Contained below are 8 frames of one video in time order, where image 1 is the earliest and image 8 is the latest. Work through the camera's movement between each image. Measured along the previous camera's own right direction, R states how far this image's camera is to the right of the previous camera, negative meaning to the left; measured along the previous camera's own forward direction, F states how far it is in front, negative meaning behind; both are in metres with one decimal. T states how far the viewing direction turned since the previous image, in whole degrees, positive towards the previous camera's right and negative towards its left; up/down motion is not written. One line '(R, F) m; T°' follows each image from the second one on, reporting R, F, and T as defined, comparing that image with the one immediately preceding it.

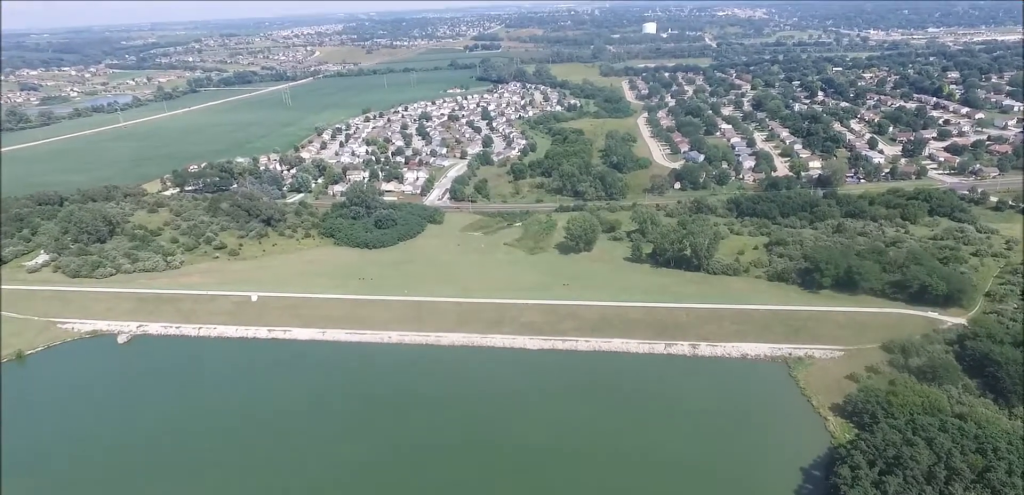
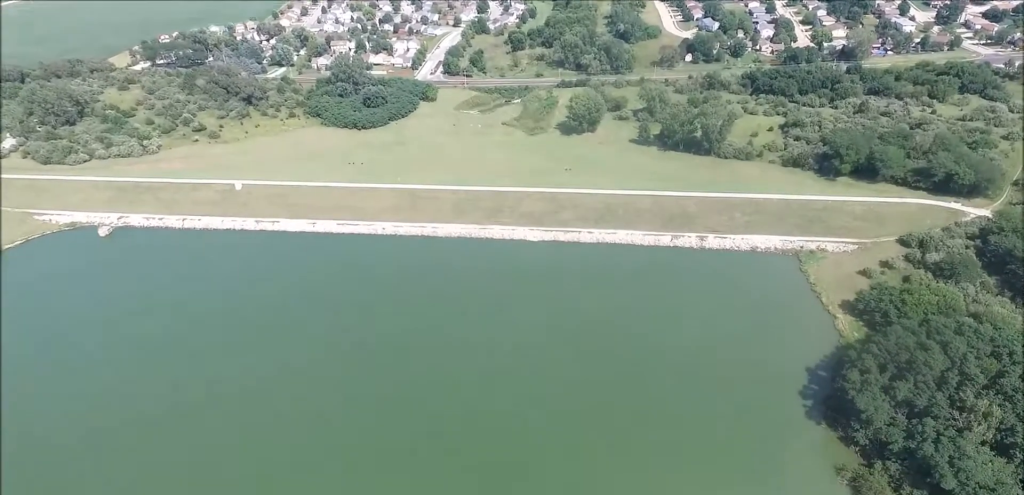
(+0.1, +12.5) m; +1°
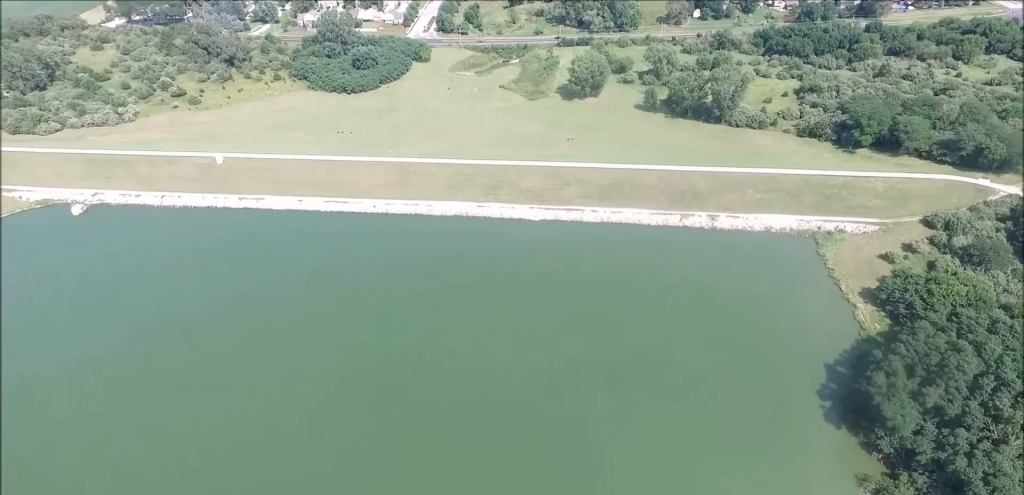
(+0.2, +16.5) m; +1°
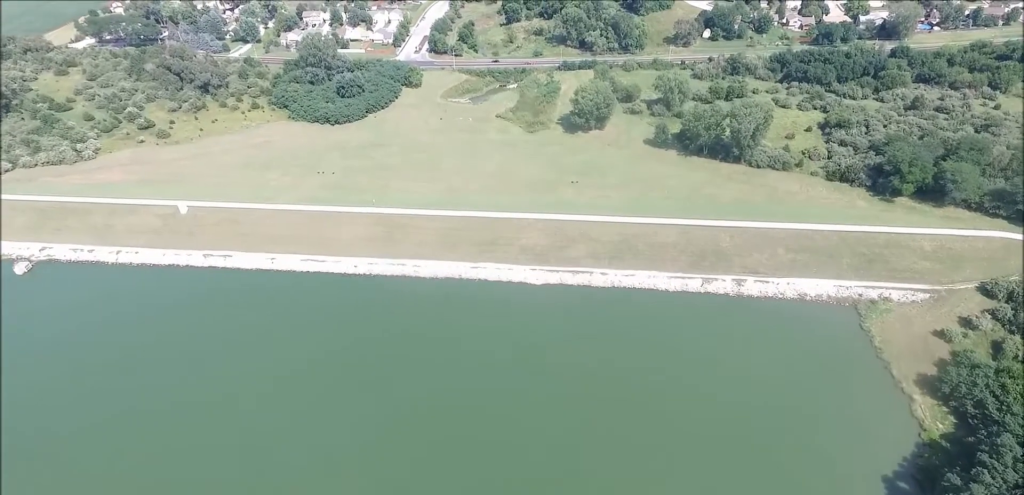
(+0.1, +34.0) m; 0°
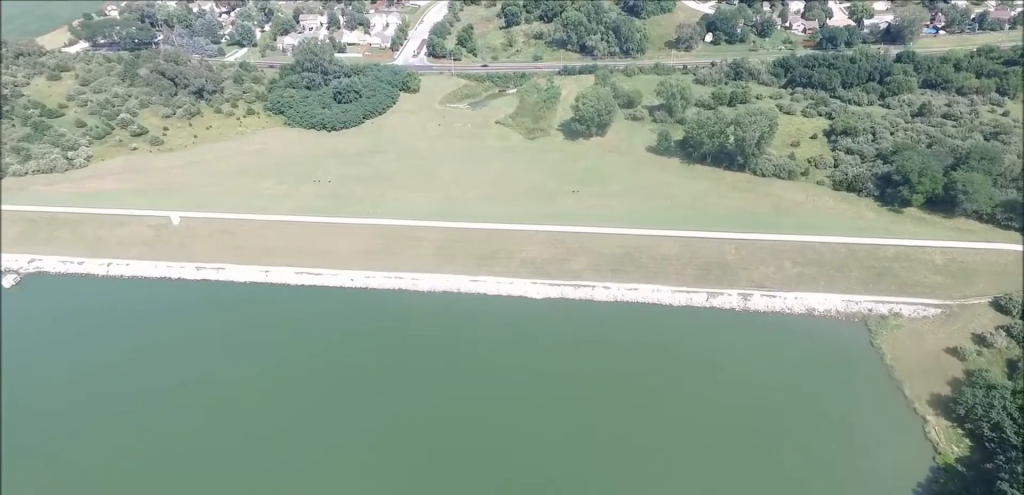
(0.0, +6.6) m; 0°
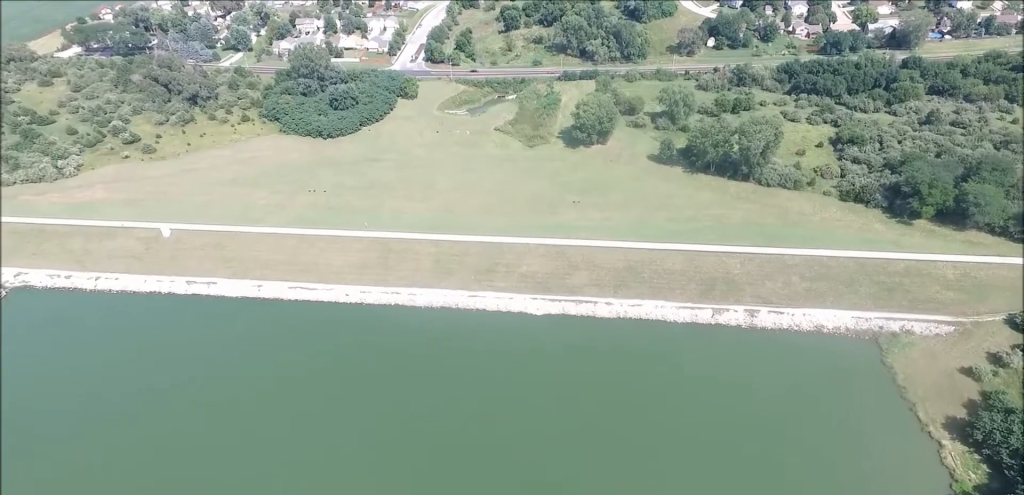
(0.0, +7.5) m; 0°
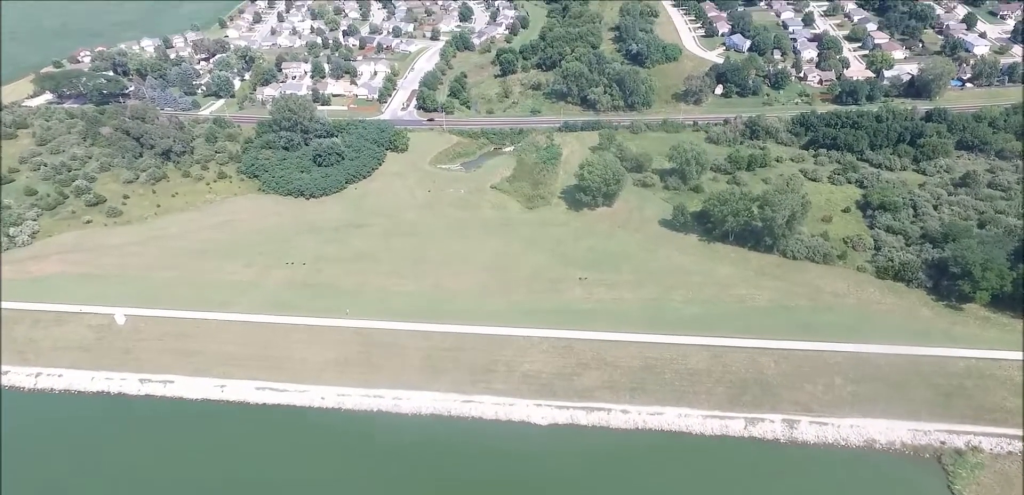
(-0.6, +27.2) m; -3°
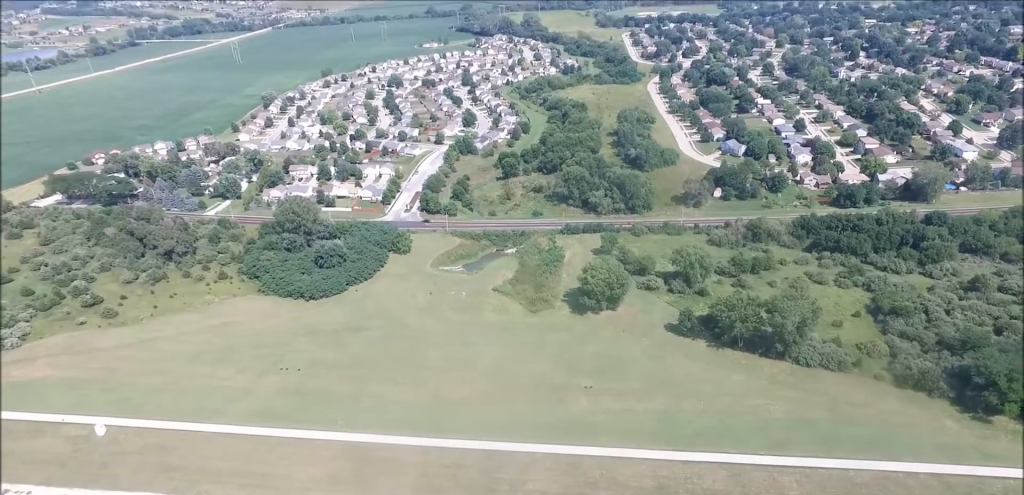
(0.0, +6.1) m; -1°
